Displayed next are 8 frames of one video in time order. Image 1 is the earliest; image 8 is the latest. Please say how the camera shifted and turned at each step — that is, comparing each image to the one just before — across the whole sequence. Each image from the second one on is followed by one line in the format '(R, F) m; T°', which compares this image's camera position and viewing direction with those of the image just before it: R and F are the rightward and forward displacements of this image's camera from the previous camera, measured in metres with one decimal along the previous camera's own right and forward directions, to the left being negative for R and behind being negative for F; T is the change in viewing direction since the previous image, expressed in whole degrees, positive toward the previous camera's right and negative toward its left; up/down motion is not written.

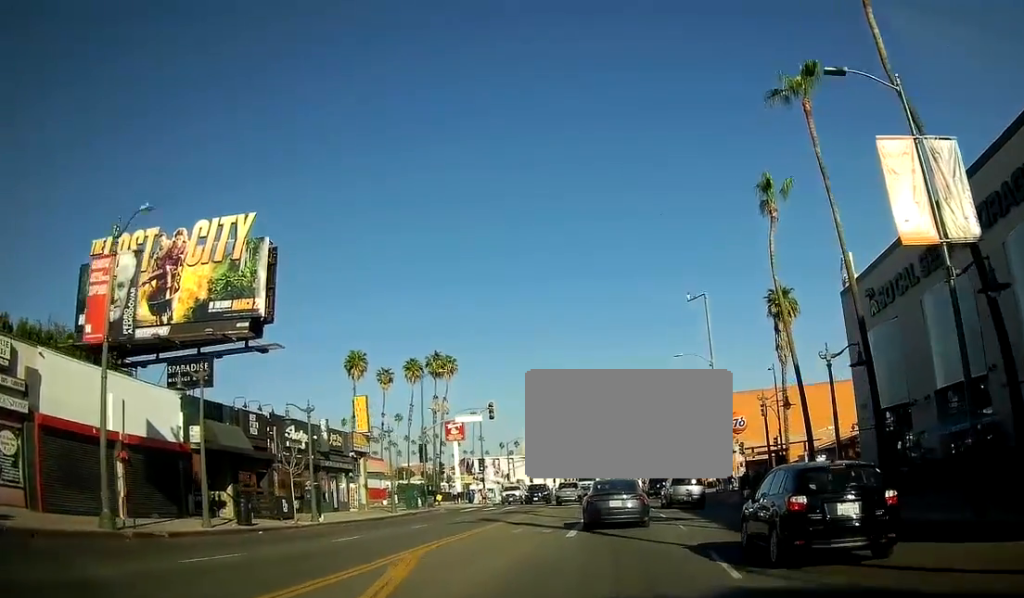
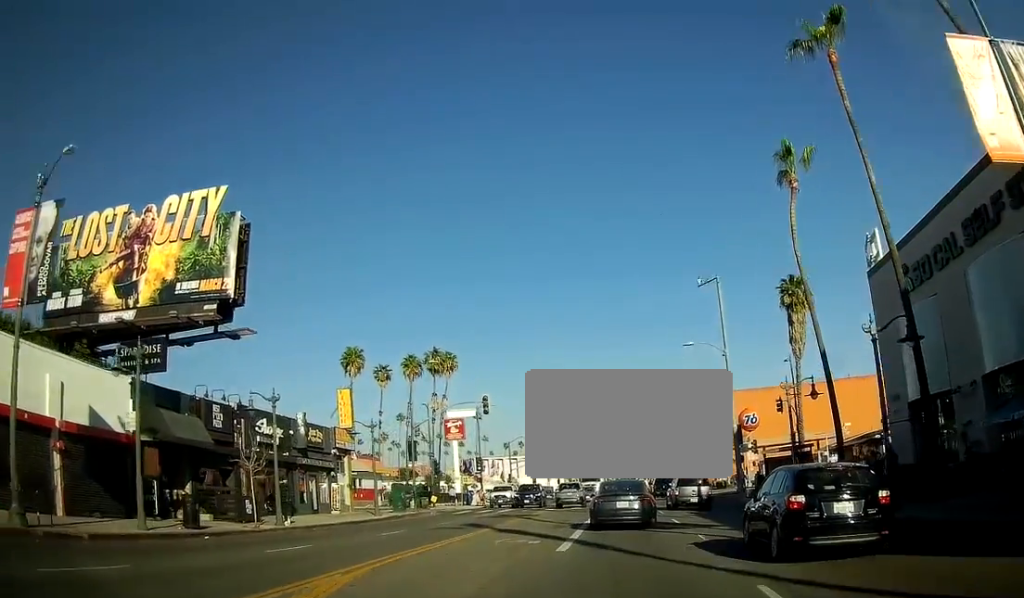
(0.0, +3.6) m; 0°
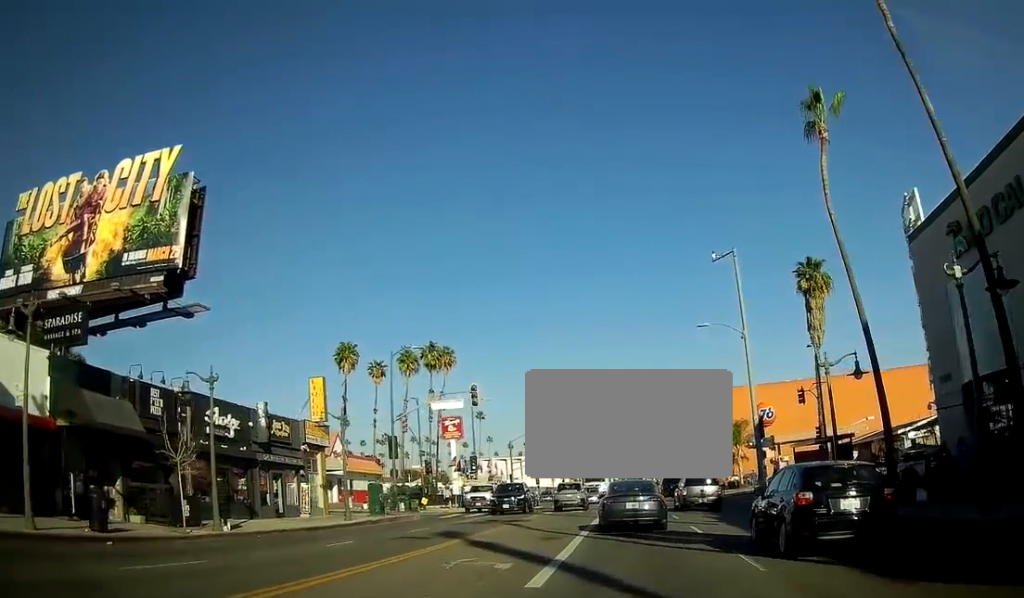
(0.0, +4.9) m; 0°
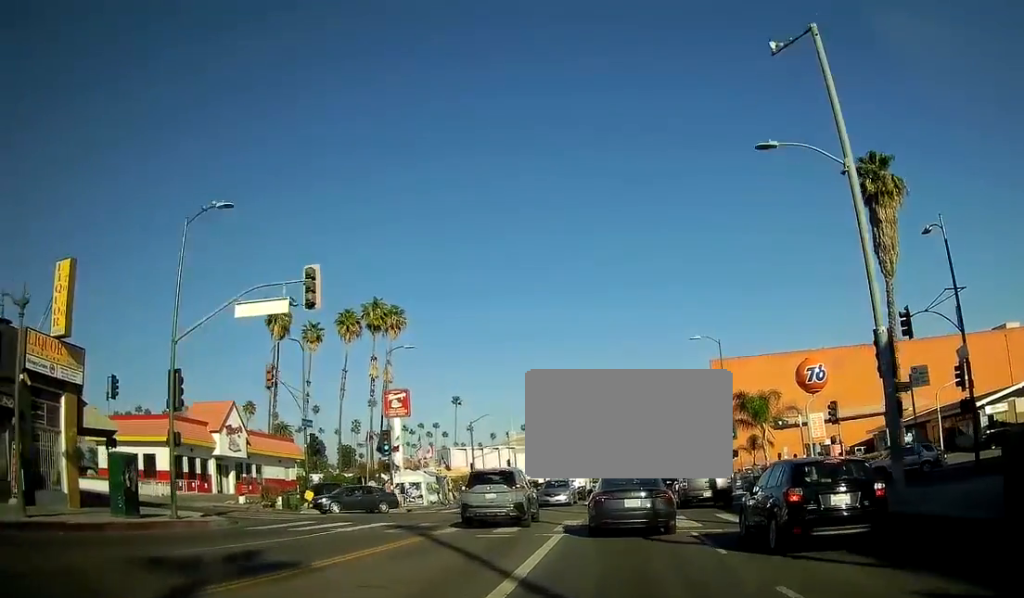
(-0.1, +20.1) m; -2°
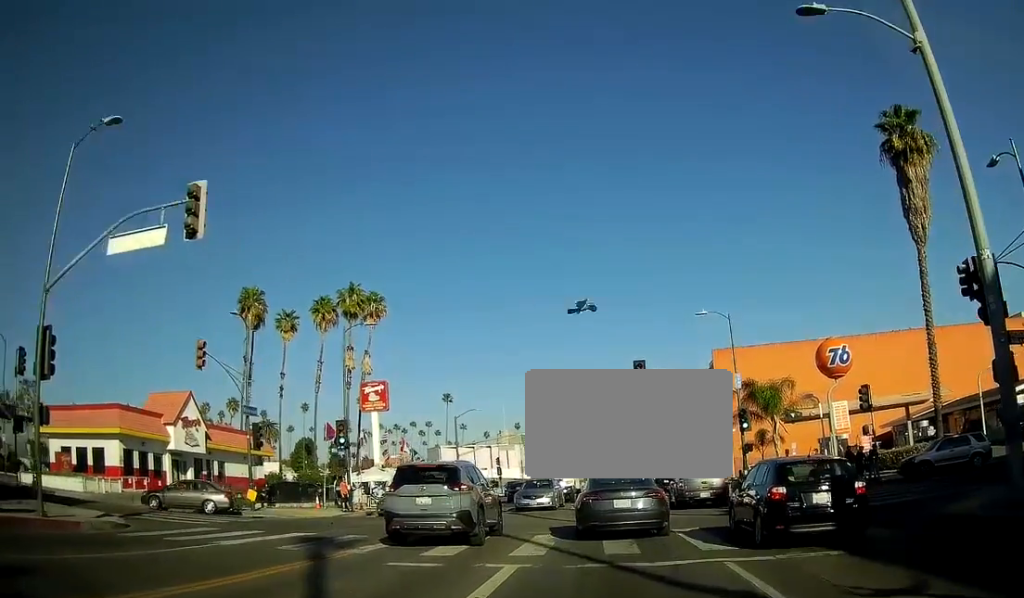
(-0.2, +6.2) m; -2°
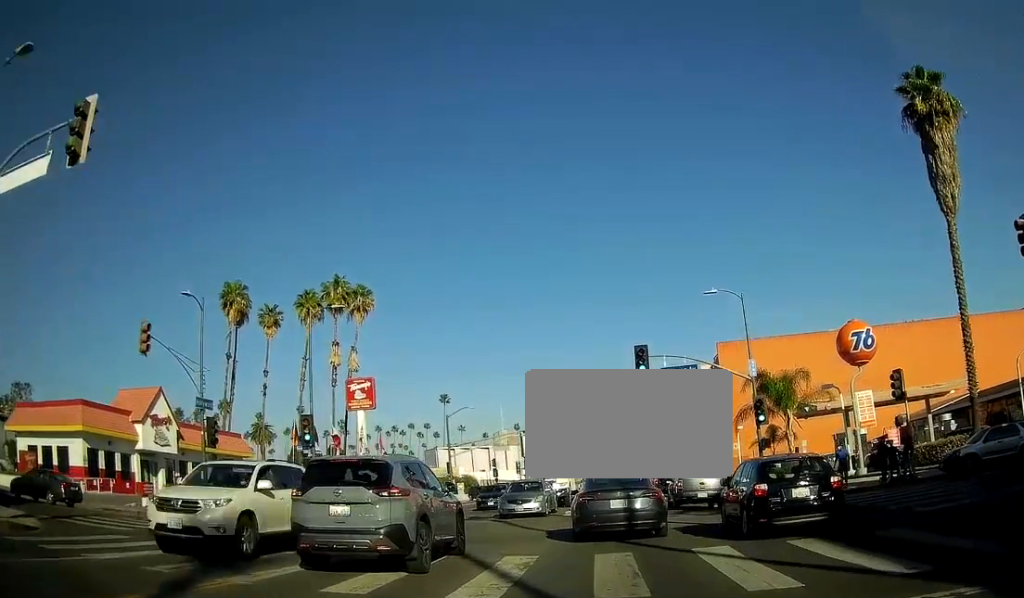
(0.0, +4.3) m; +1°
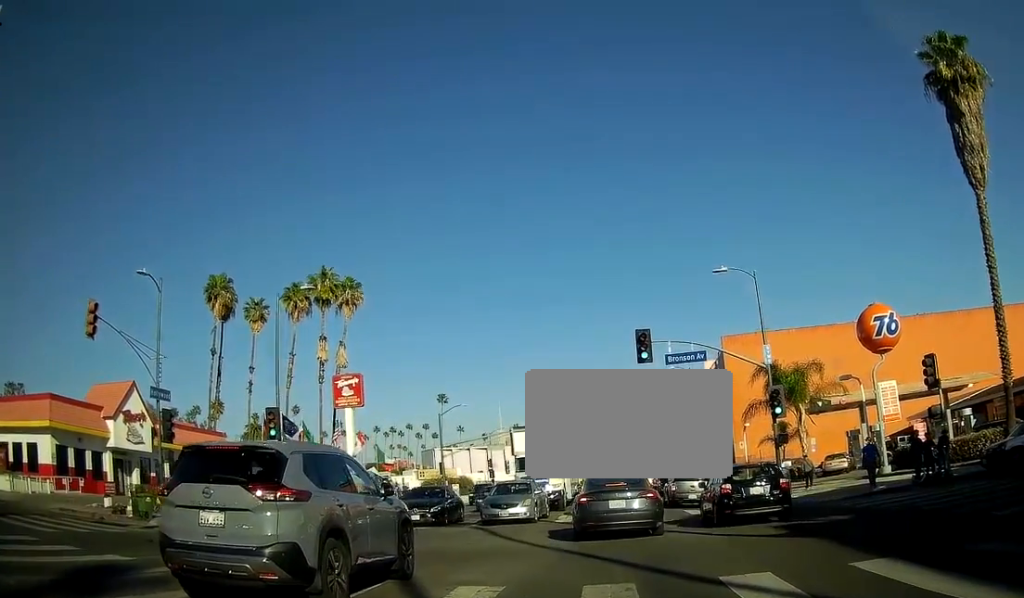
(+0.2, +3.2) m; +3°
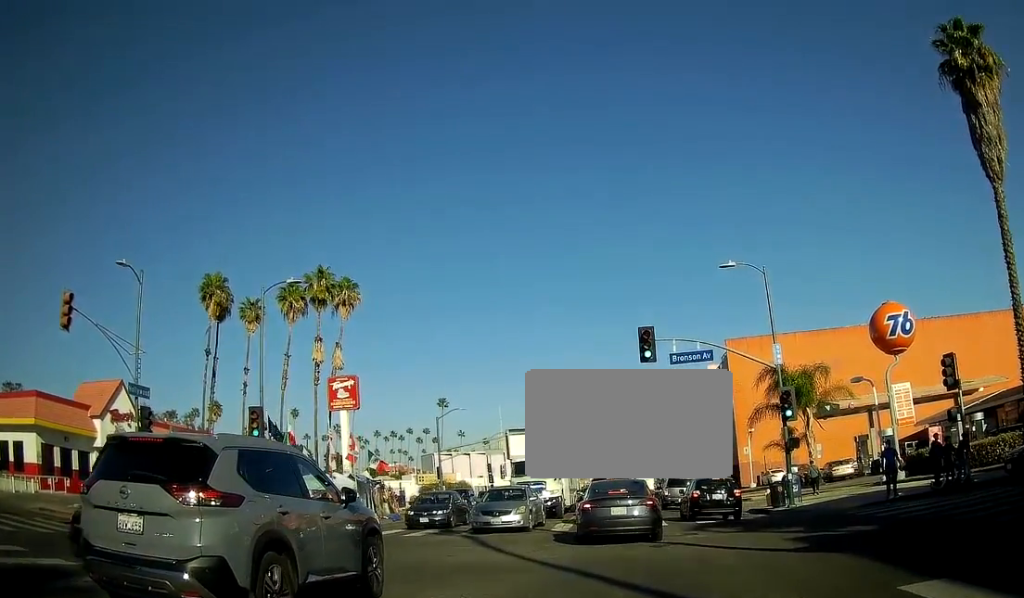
(+0.1, +1.3) m; 0°
